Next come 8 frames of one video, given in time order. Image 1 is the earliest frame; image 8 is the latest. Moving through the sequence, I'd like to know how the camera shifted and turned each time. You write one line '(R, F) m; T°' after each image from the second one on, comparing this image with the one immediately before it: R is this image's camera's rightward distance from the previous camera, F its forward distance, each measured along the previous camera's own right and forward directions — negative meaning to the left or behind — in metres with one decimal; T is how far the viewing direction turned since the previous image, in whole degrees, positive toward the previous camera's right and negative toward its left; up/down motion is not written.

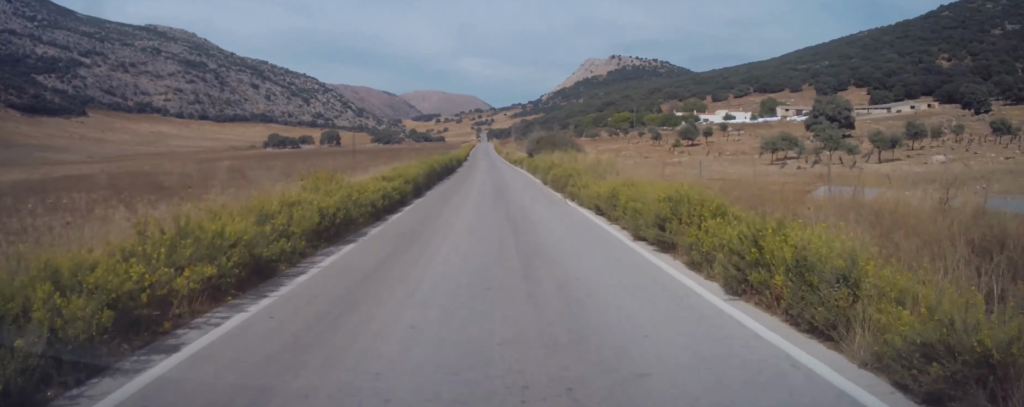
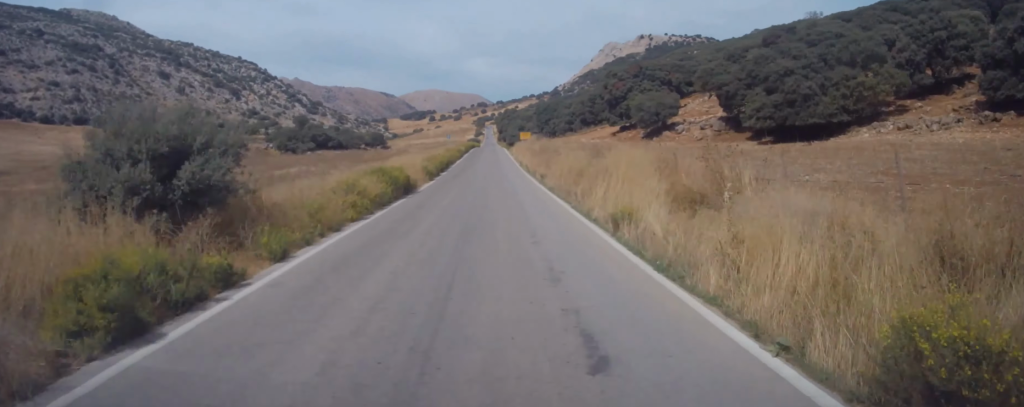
(-0.1, +377.9) m; 0°
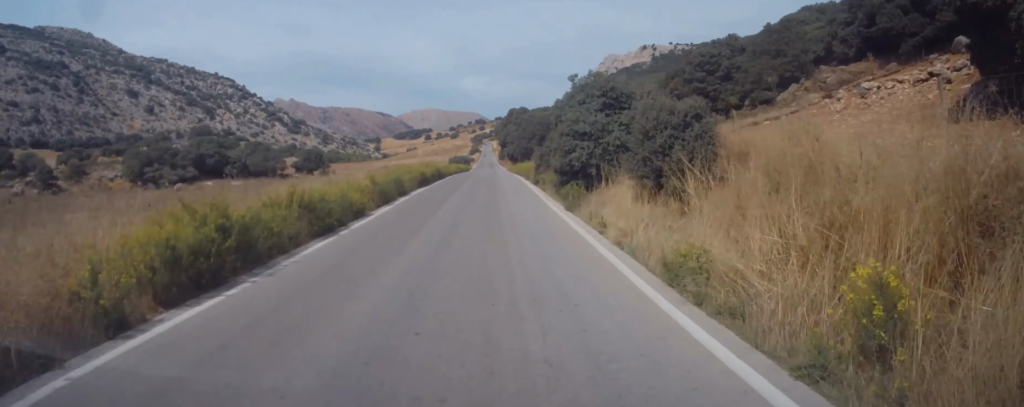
(0.0, +78.4) m; 0°
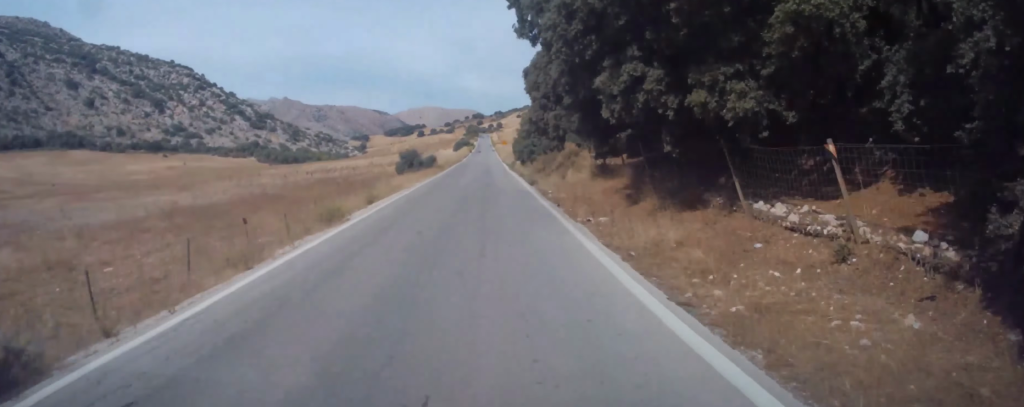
(-0.2, +130.1) m; 0°
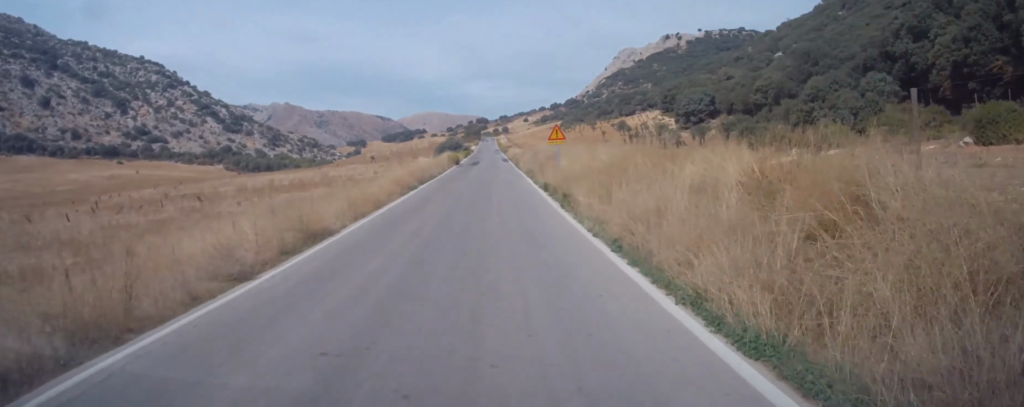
(-0.2, +77.2) m; 0°
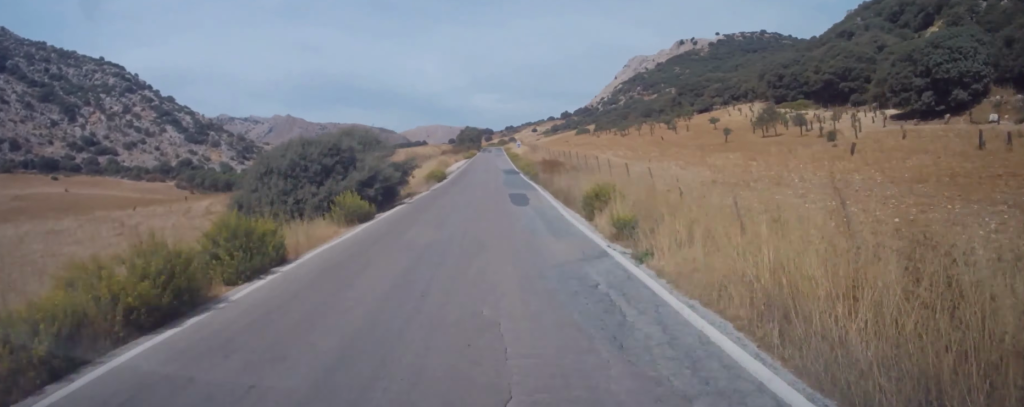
(-0.2, +84.1) m; +1°
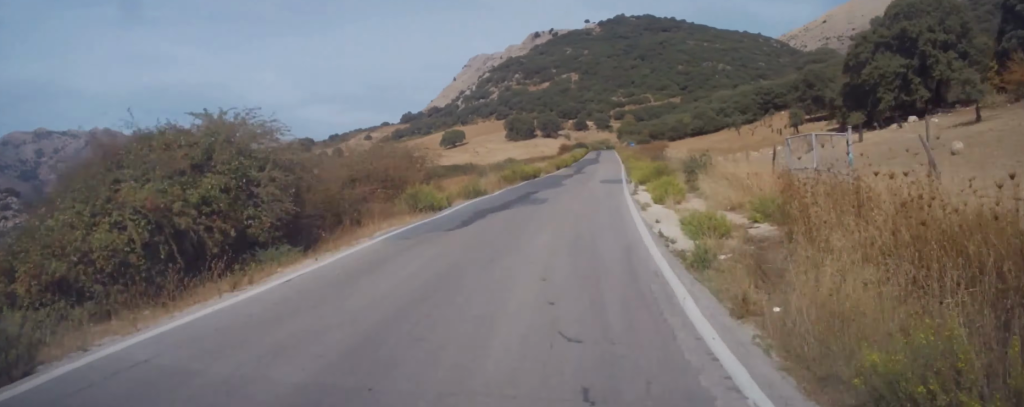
(+31.8, +224.8) m; +20°
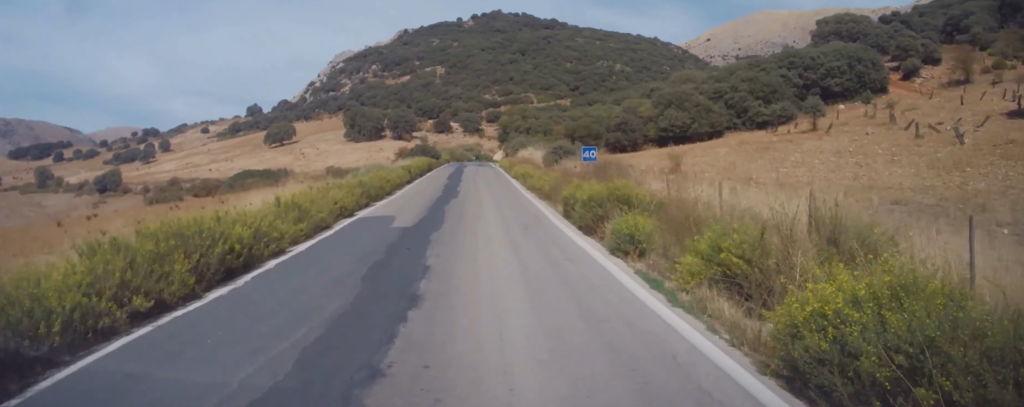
(+6.4, +79.5) m; +4°
